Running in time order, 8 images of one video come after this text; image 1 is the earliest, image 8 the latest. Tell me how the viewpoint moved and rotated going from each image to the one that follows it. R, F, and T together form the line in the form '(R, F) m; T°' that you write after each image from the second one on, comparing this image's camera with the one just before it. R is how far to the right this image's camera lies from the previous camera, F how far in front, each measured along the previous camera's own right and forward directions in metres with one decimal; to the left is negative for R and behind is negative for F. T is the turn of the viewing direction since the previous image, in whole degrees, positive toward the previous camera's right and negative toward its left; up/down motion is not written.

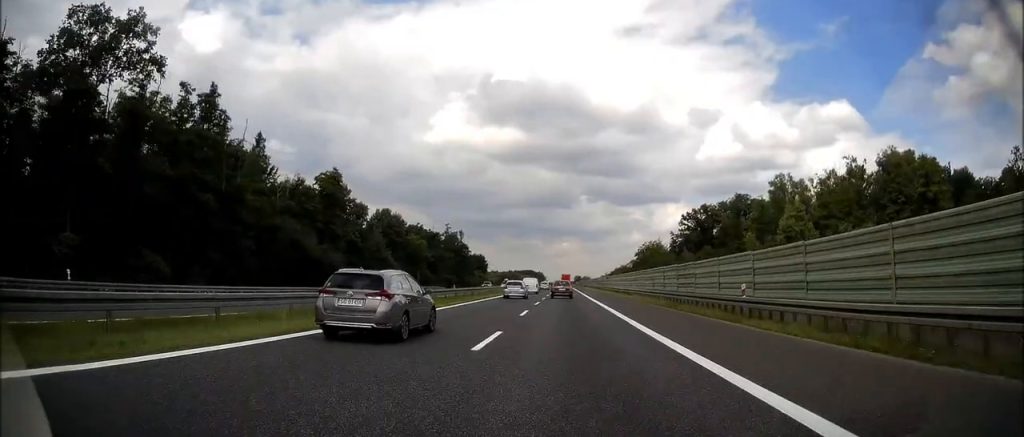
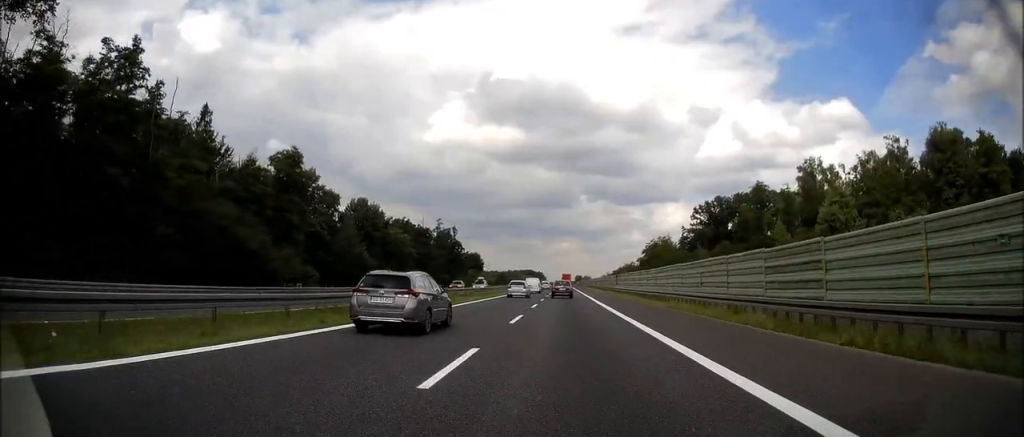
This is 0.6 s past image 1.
(0.0, +16.2) m; 0°
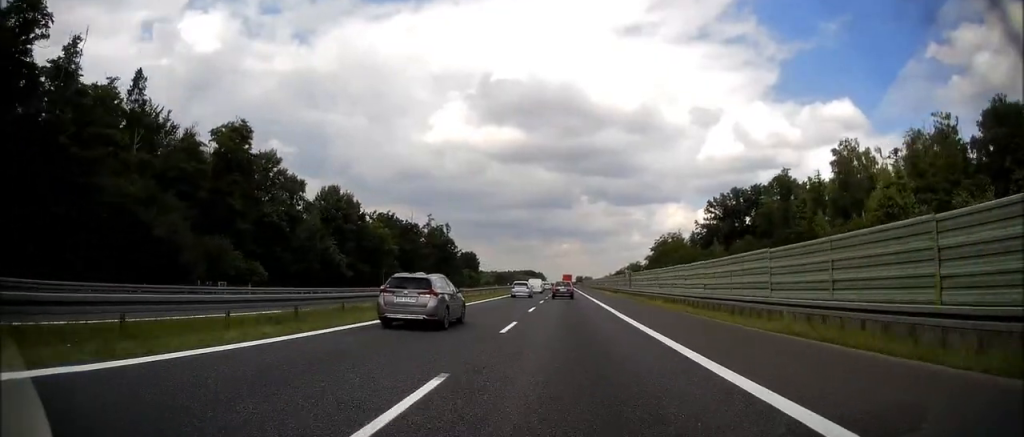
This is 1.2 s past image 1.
(0.0, +15.4) m; 0°
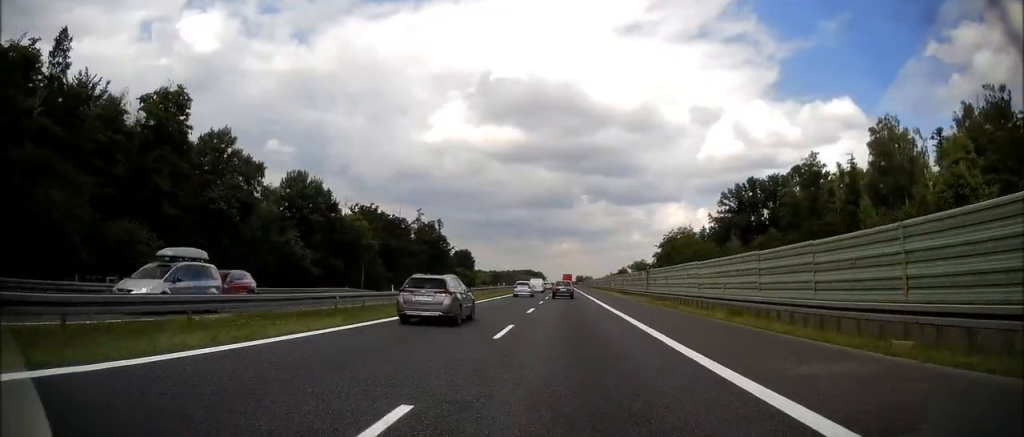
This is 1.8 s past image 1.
(0.0, +13.7) m; 0°
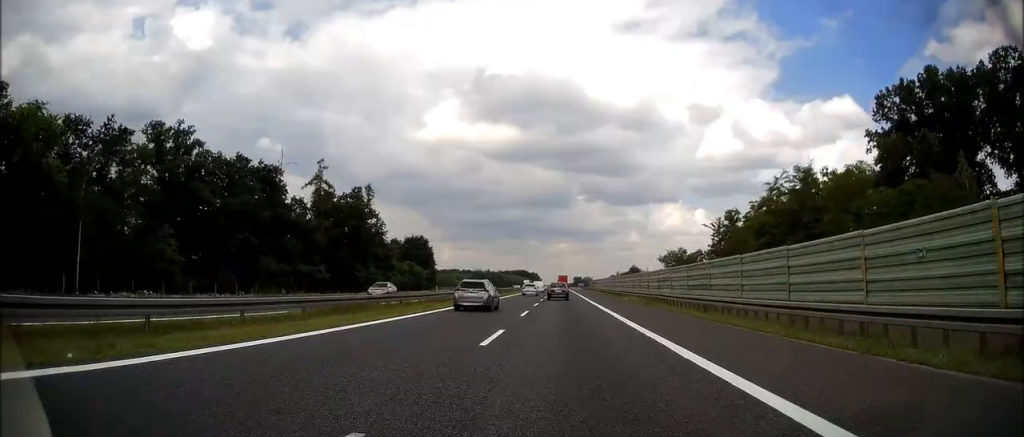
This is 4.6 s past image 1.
(+0.6, +73.4) m; 0°
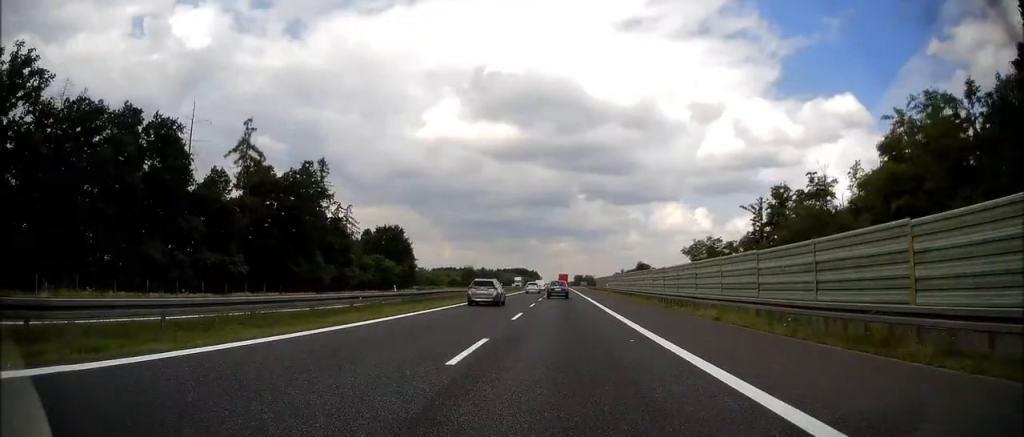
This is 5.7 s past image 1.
(0.0, +27.2) m; 0°
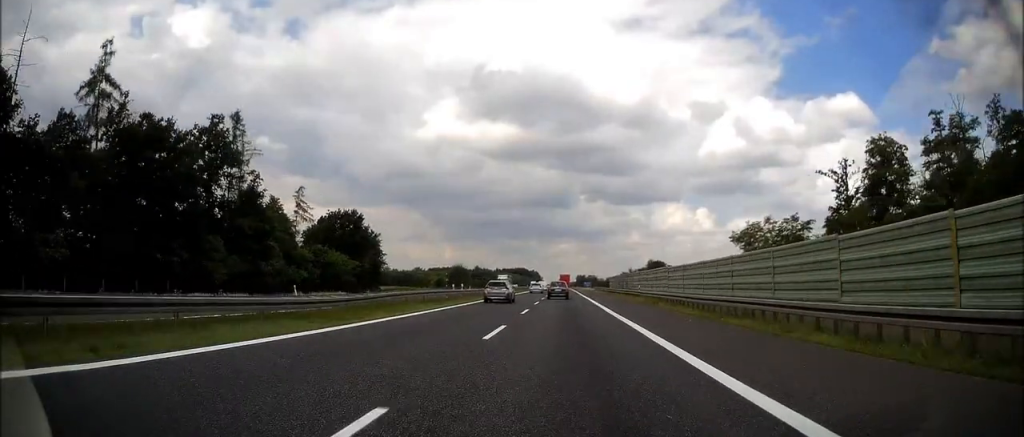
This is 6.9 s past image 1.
(0.0, +31.4) m; 0°
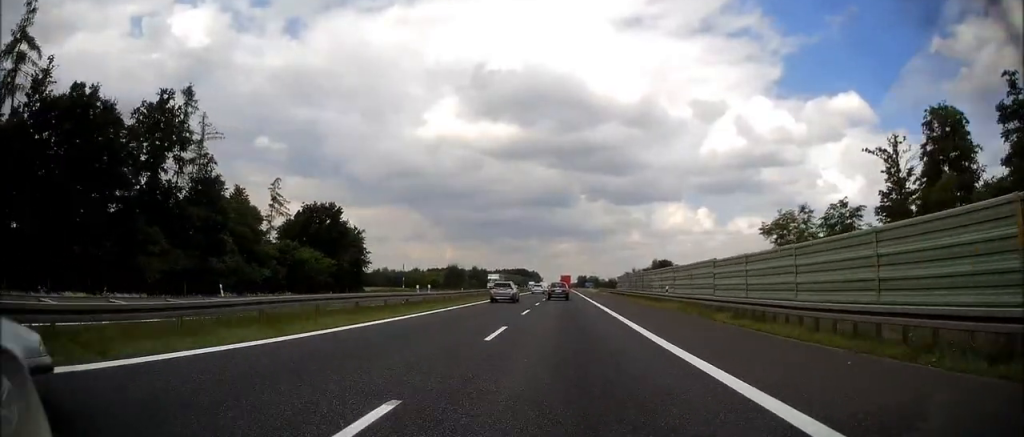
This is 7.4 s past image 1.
(0.0, +11.9) m; 0°
